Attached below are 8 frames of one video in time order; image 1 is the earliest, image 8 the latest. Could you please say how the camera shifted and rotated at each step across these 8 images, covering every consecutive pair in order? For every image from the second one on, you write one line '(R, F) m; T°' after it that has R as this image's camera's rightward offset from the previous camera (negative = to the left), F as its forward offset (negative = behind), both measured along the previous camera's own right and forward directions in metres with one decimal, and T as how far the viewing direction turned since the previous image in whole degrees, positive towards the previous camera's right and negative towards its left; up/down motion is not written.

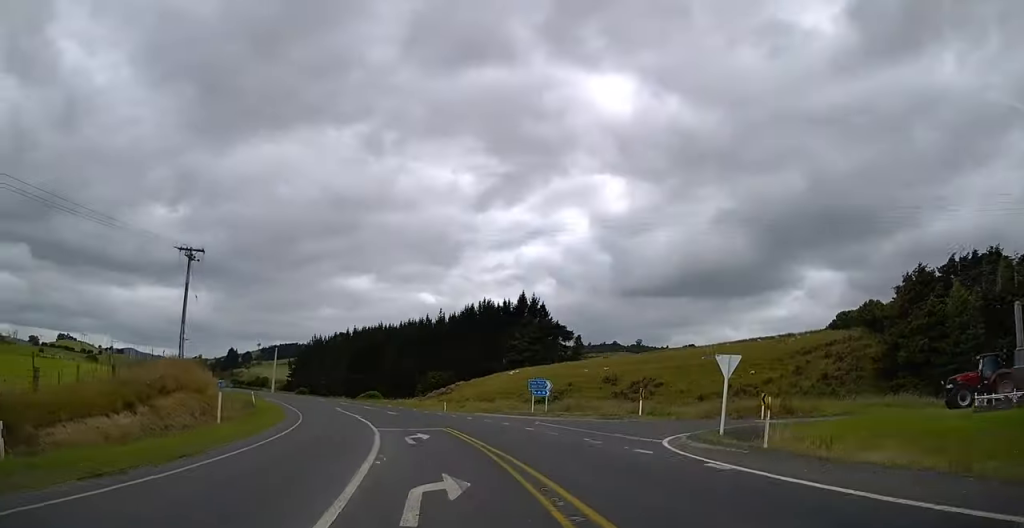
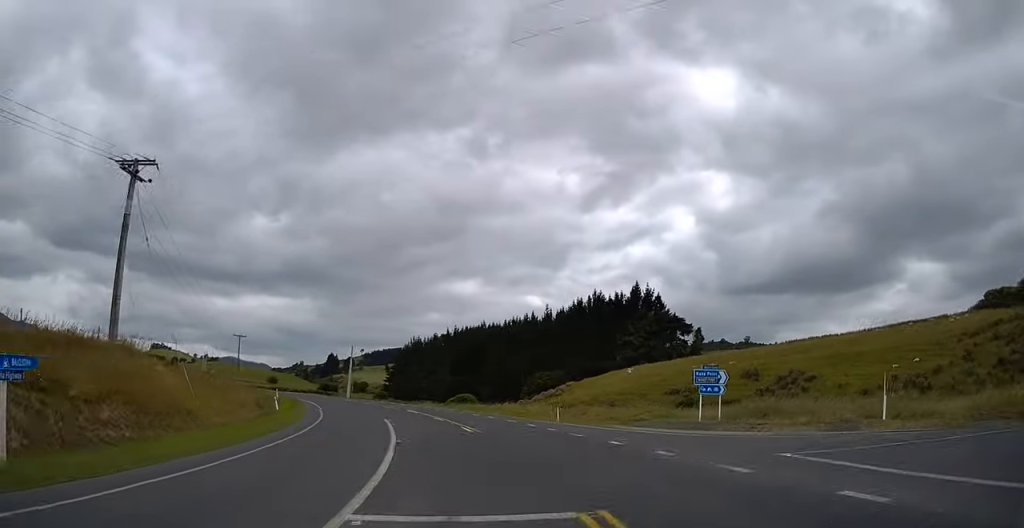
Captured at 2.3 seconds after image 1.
(-0.6, +21.2) m; +13°
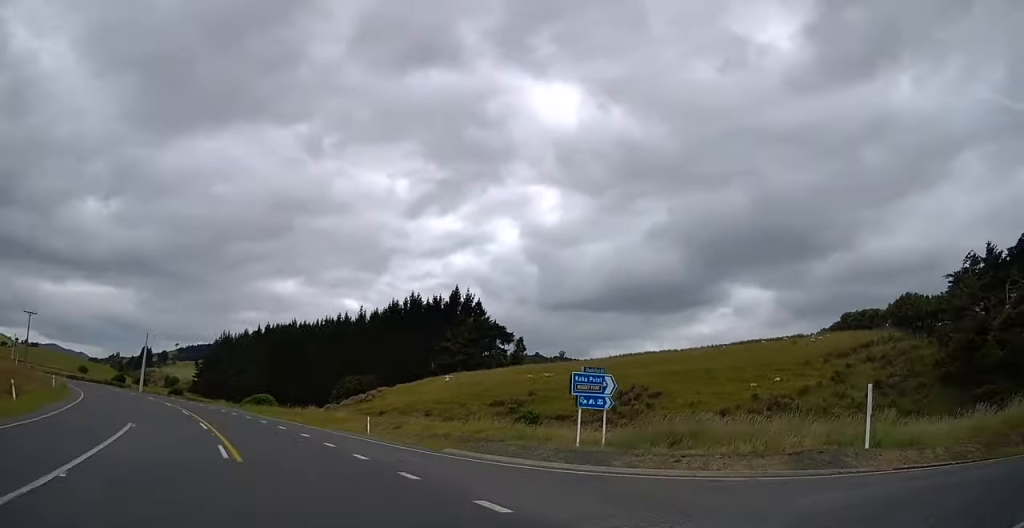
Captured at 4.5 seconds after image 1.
(-4.0, +16.2) m; +29°
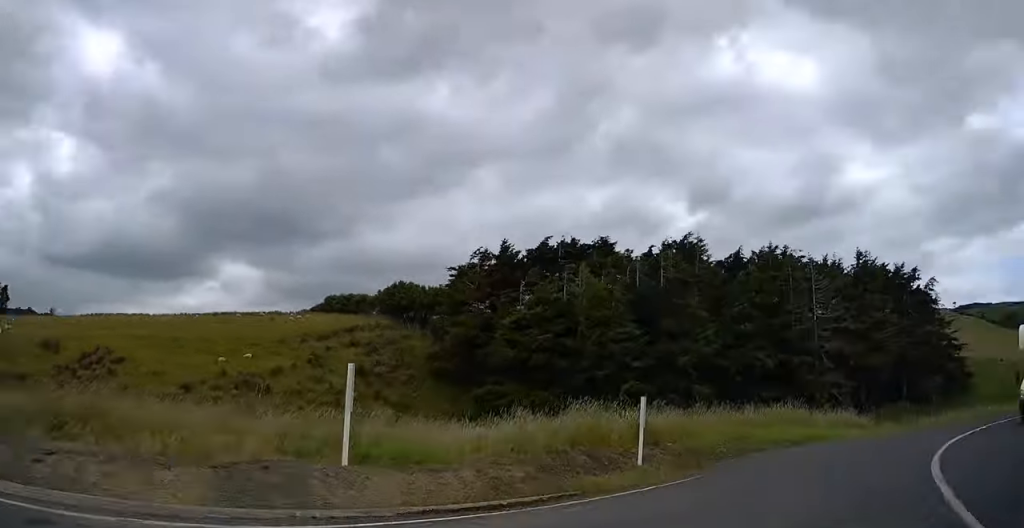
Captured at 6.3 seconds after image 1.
(+4.2, +8.0) m; +26°
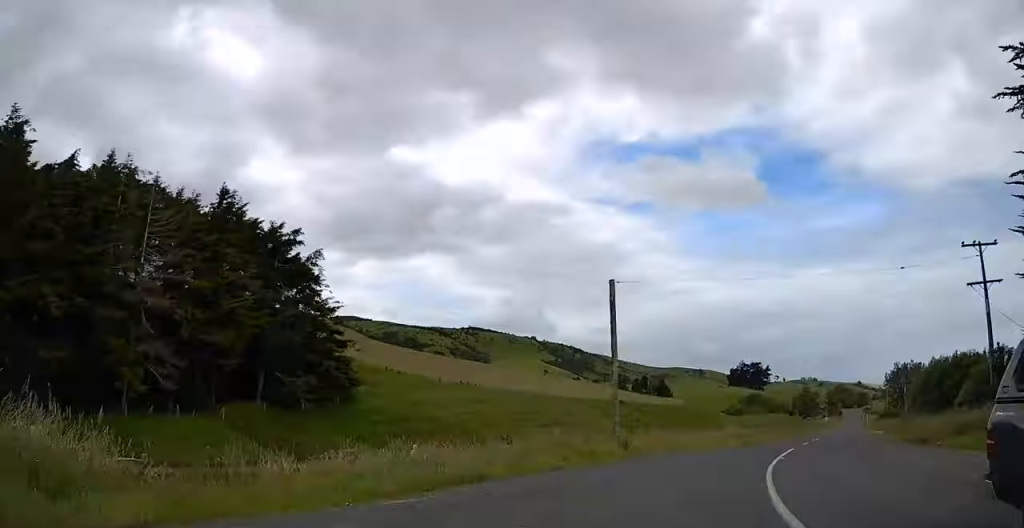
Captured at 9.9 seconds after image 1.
(+17.6, +22.8) m; +50°
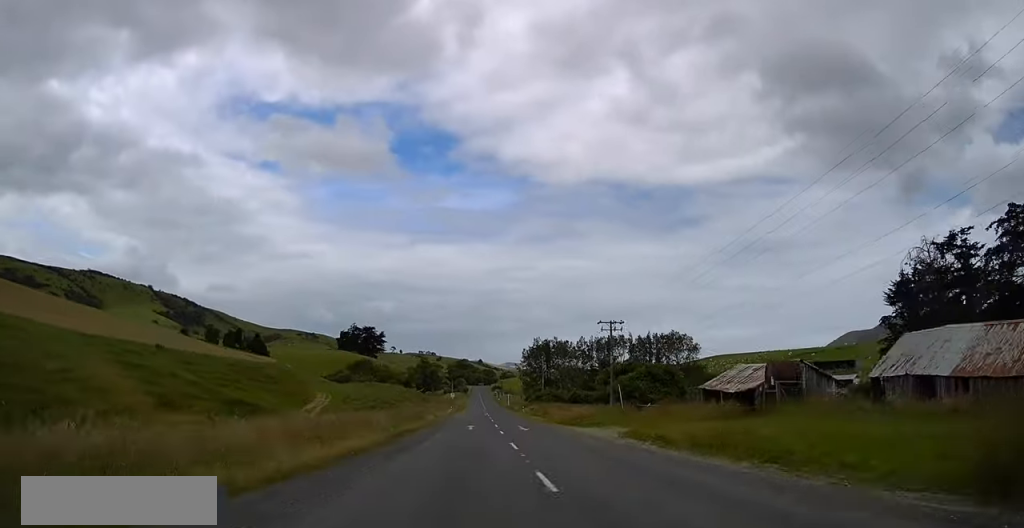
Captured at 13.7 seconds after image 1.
(+7.8, +42.4) m; +13°
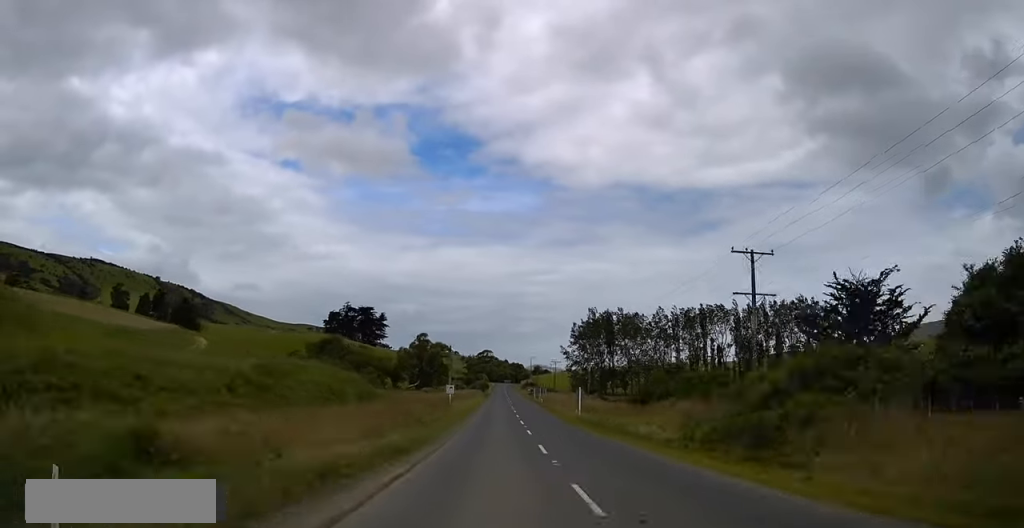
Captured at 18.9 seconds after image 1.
(+2.2, +79.2) m; +1°
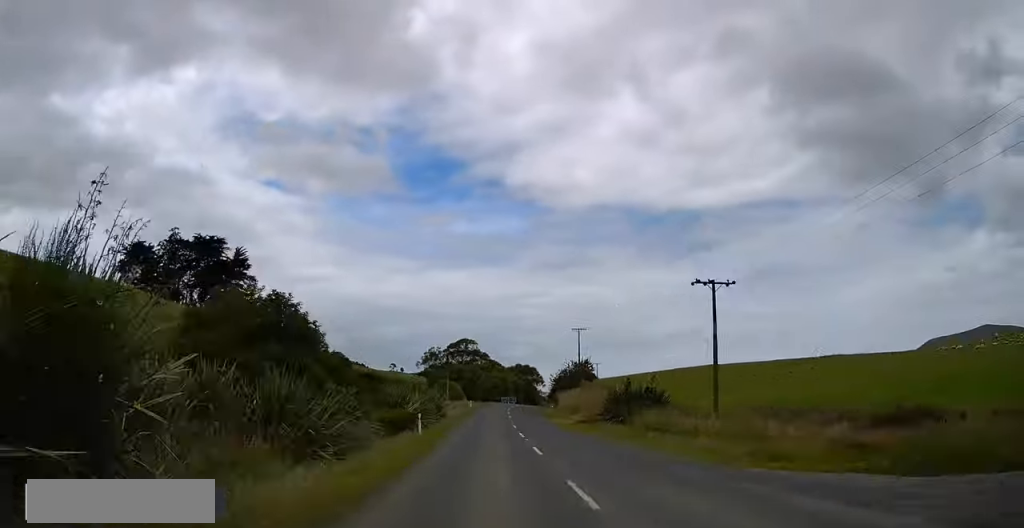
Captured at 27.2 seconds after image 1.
(+0.5, +156.9) m; +2°
